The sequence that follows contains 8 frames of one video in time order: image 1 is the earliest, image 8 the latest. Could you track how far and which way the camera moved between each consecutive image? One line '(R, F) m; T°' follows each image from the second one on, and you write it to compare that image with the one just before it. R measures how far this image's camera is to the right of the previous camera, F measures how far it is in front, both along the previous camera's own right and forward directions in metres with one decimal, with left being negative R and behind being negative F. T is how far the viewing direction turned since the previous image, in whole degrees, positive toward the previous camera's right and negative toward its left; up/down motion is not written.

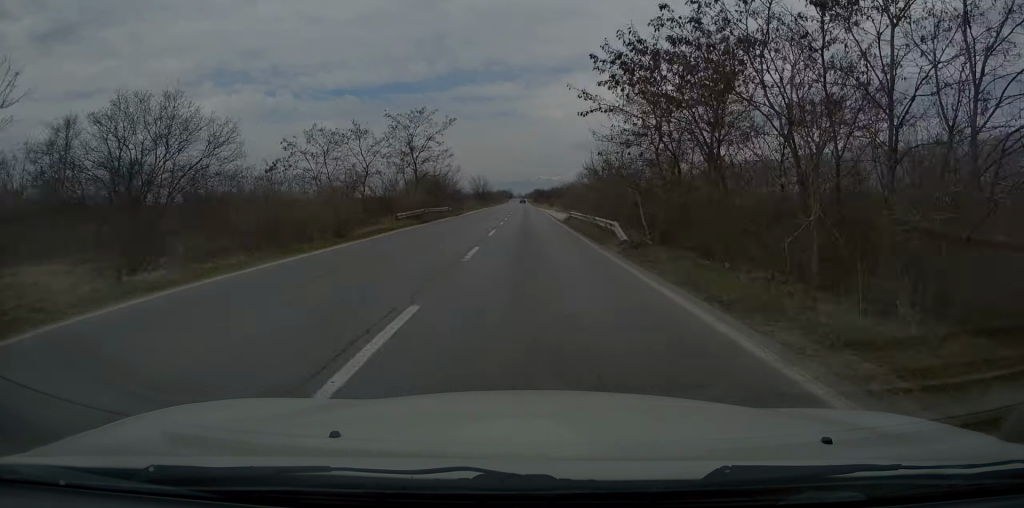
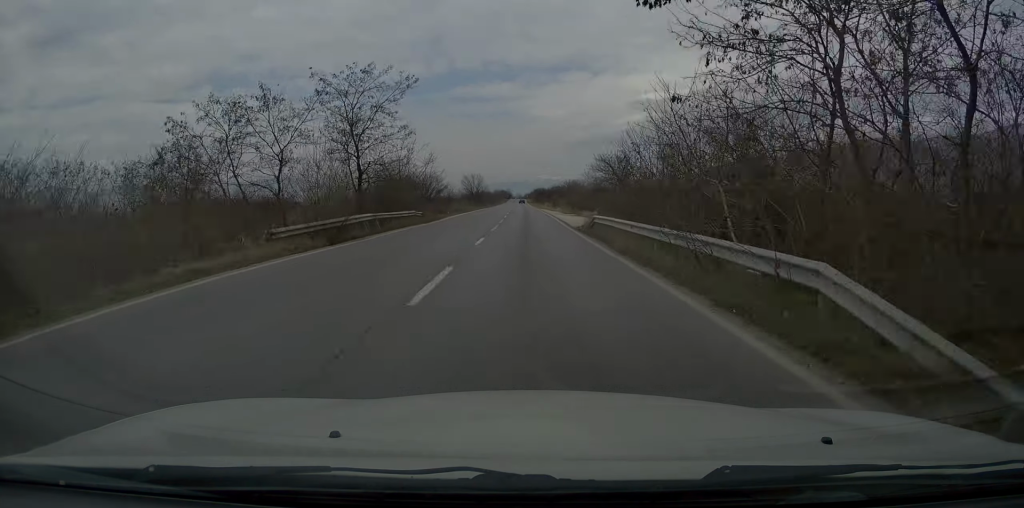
(0.0, +14.2) m; 0°
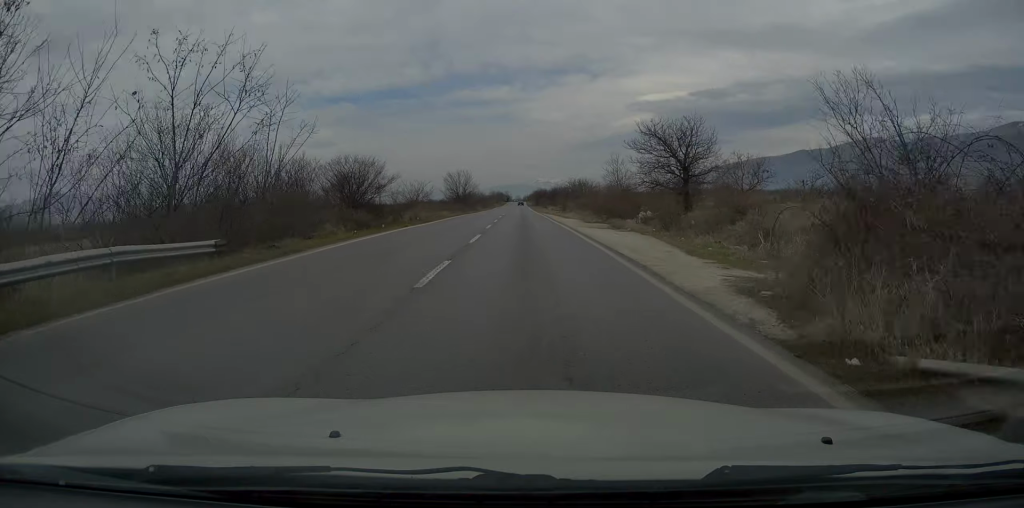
(0.0, +25.1) m; -1°
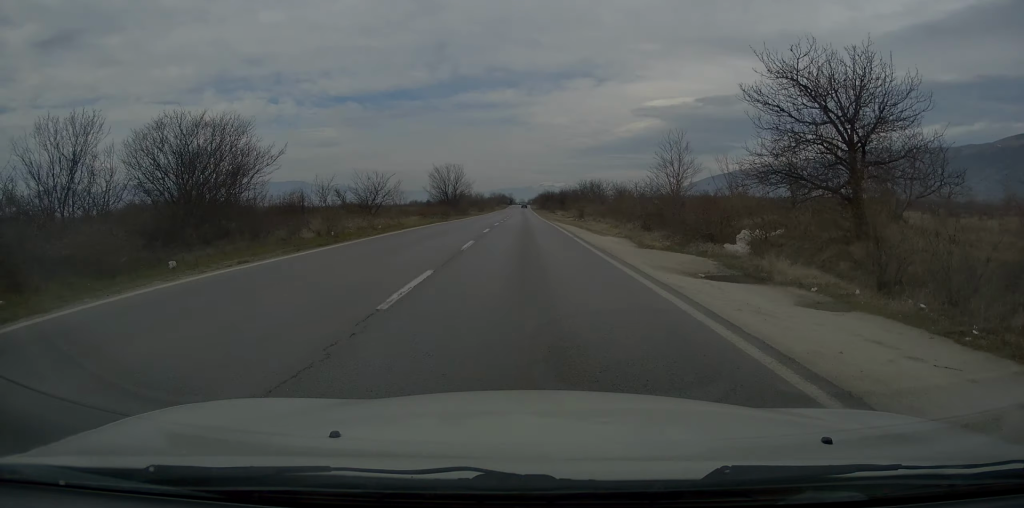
(-0.1, +19.3) m; -1°
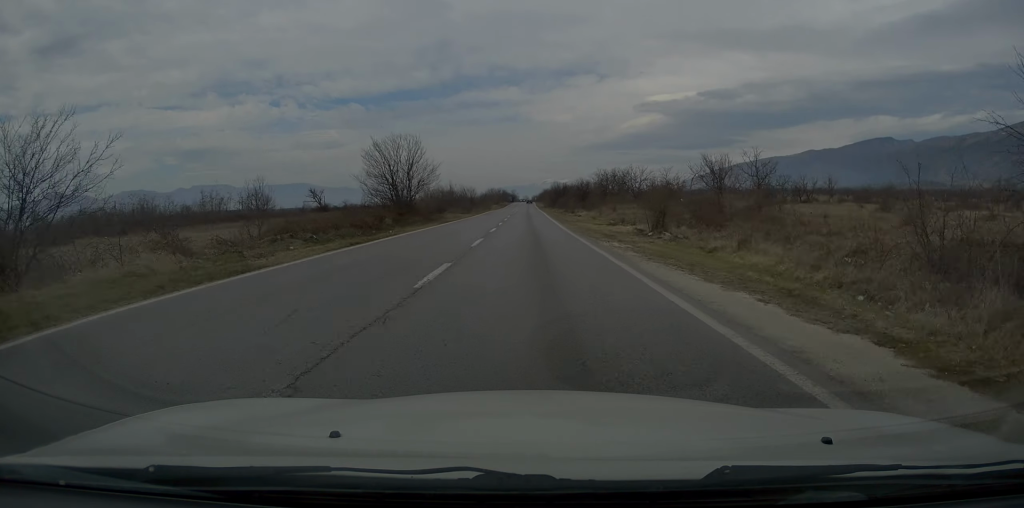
(-0.4, +33.5) m; -1°
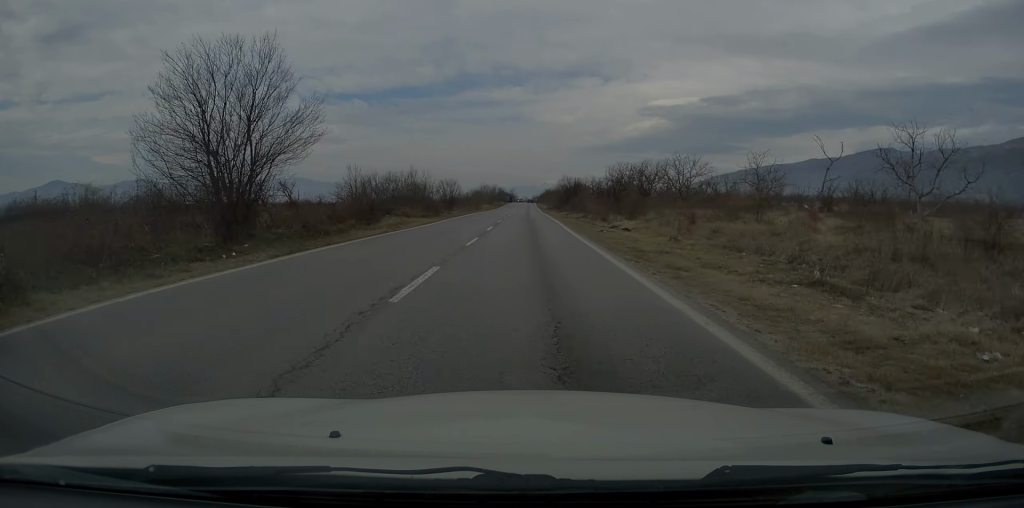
(0.0, +27.6) m; +1°
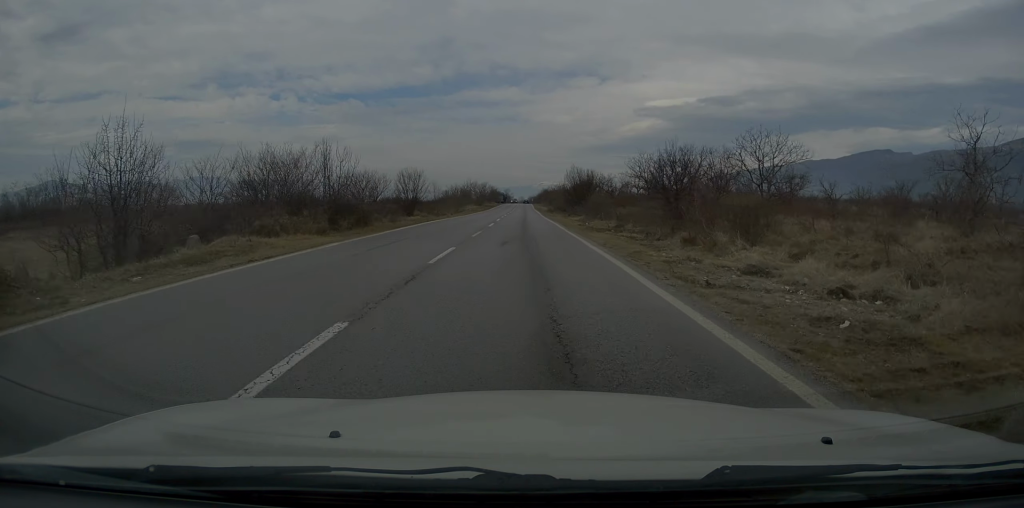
(+0.4, +22.5) m; 0°
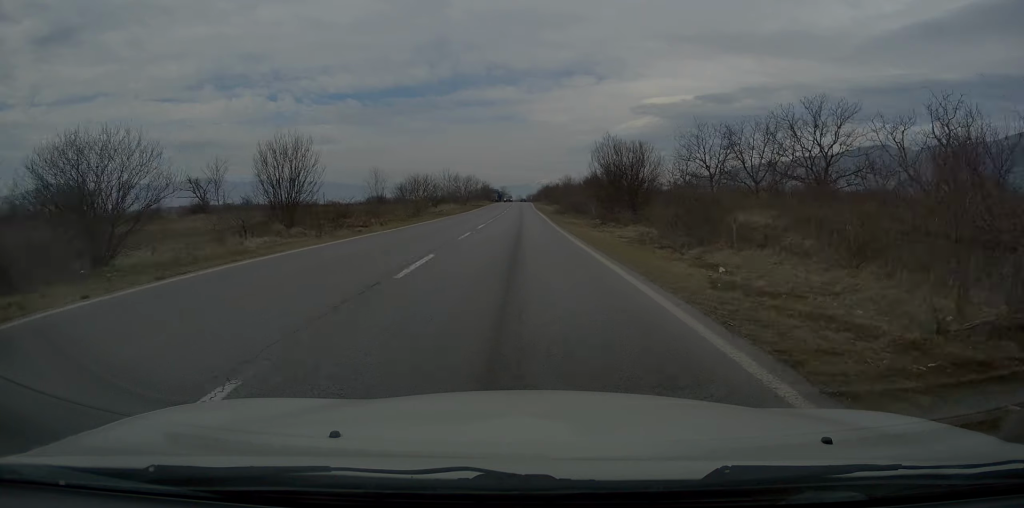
(-0.2, +28.0) m; 0°
